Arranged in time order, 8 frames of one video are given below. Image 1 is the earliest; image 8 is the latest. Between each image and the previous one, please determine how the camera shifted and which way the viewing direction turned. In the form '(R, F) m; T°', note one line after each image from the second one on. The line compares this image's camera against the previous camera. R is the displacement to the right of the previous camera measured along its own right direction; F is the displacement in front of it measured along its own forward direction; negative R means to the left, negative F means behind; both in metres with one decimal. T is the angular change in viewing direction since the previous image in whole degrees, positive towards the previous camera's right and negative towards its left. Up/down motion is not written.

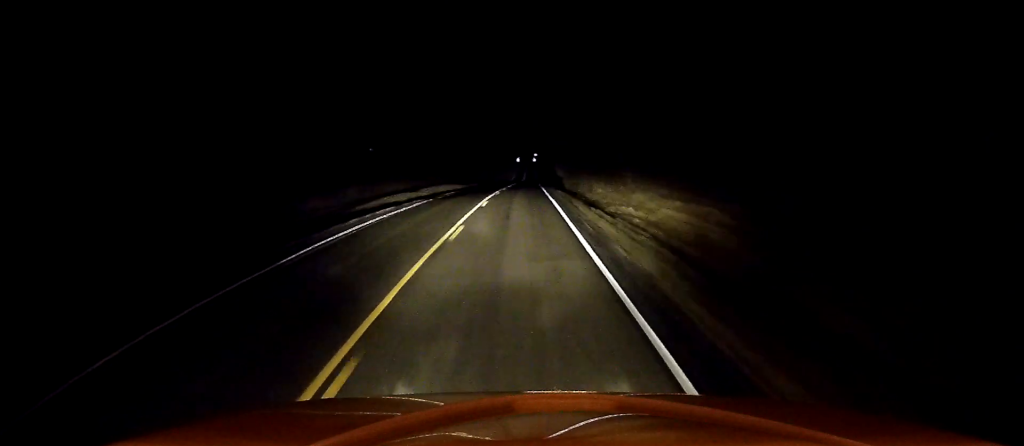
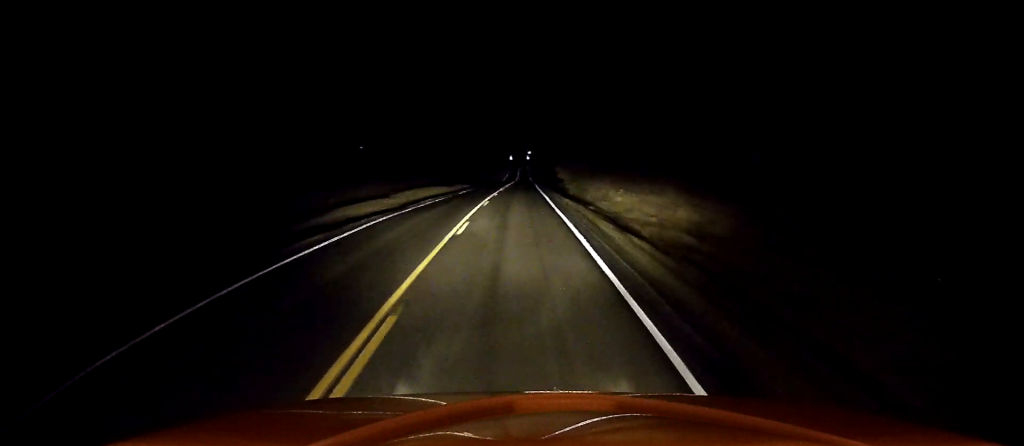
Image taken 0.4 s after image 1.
(0.0, +10.2) m; +1°
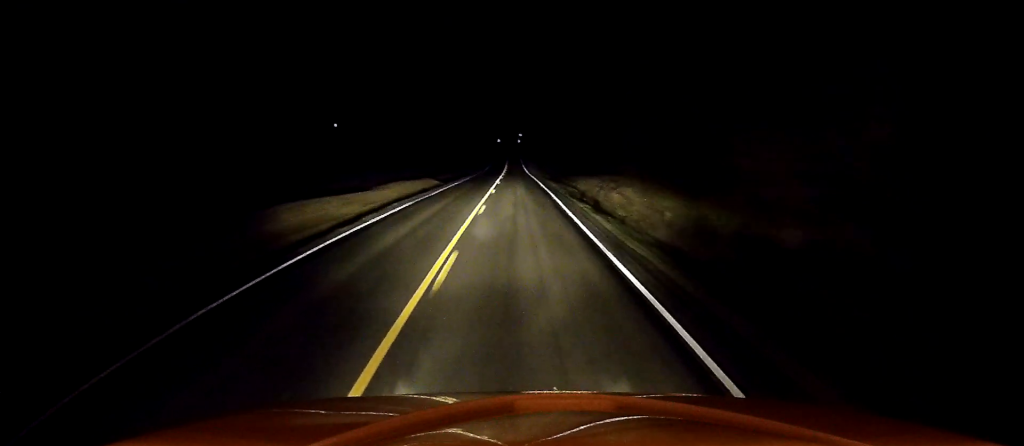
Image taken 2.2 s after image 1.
(+0.1, +43.1) m; 0°
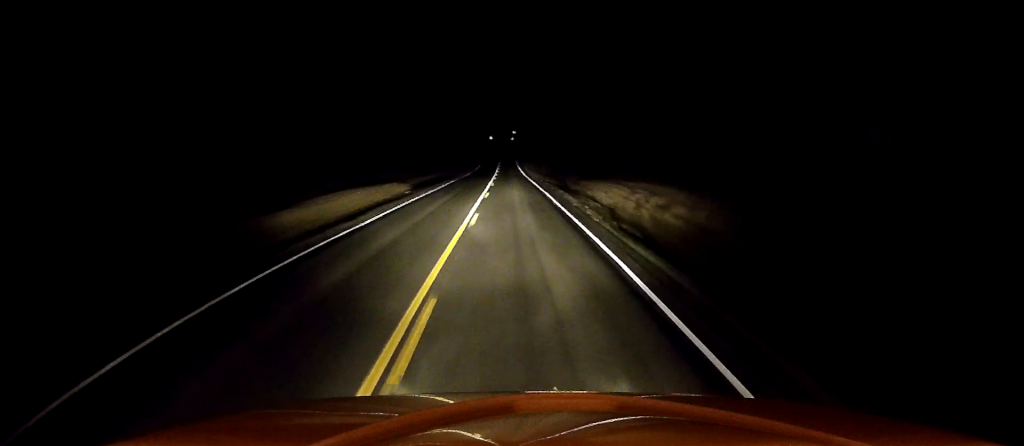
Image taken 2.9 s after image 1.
(+0.3, +16.2) m; +1°
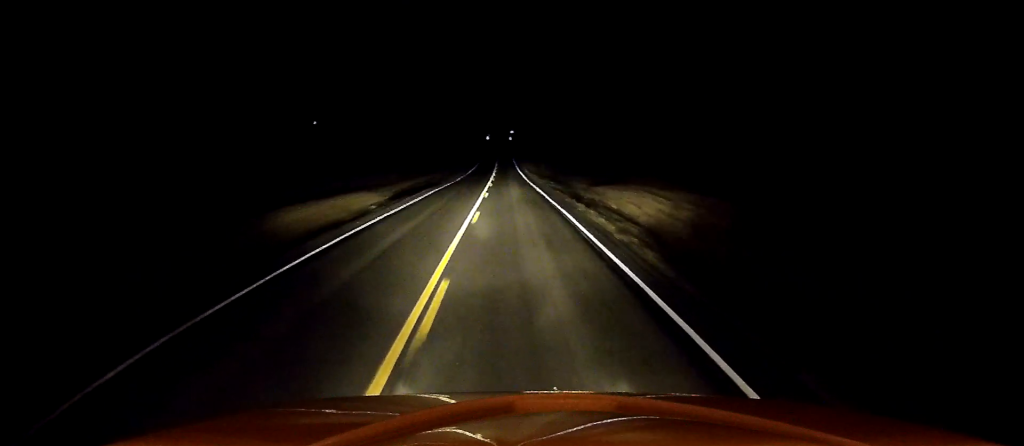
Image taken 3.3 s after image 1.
(+0.2, +10.6) m; +1°
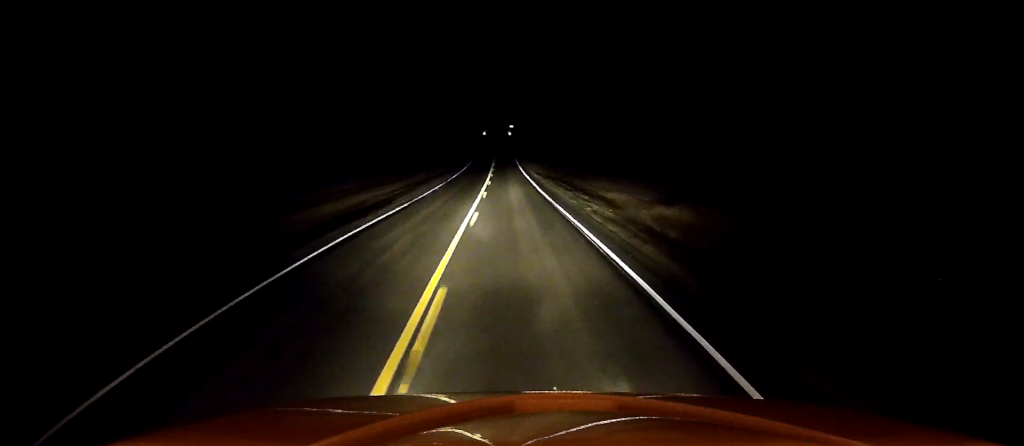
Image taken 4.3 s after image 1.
(-0.1, +24.7) m; 0°
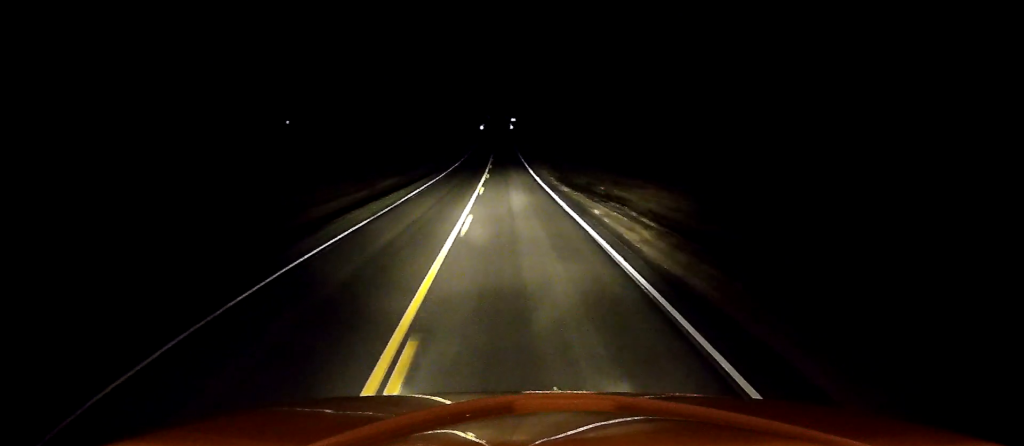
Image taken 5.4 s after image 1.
(+0.1, +26.7) m; 0°
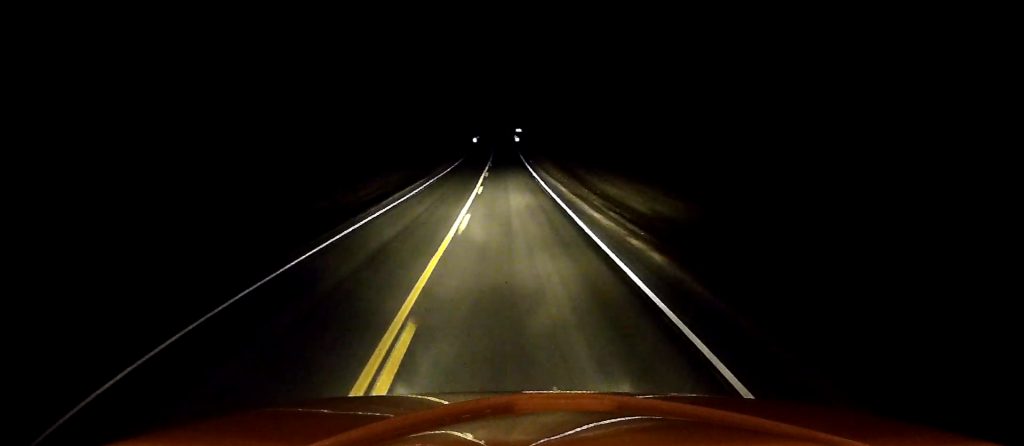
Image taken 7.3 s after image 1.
(+1.0, +47.5) m; +1°
